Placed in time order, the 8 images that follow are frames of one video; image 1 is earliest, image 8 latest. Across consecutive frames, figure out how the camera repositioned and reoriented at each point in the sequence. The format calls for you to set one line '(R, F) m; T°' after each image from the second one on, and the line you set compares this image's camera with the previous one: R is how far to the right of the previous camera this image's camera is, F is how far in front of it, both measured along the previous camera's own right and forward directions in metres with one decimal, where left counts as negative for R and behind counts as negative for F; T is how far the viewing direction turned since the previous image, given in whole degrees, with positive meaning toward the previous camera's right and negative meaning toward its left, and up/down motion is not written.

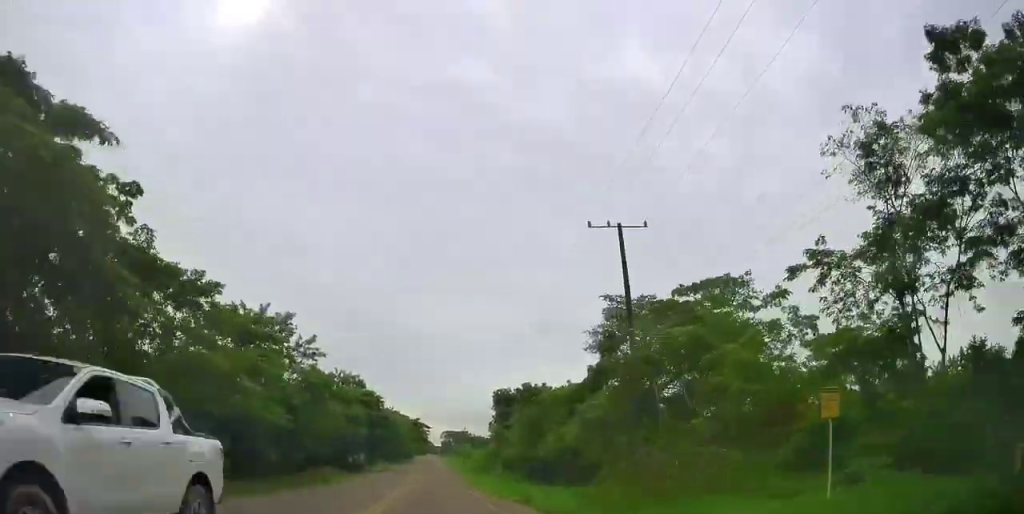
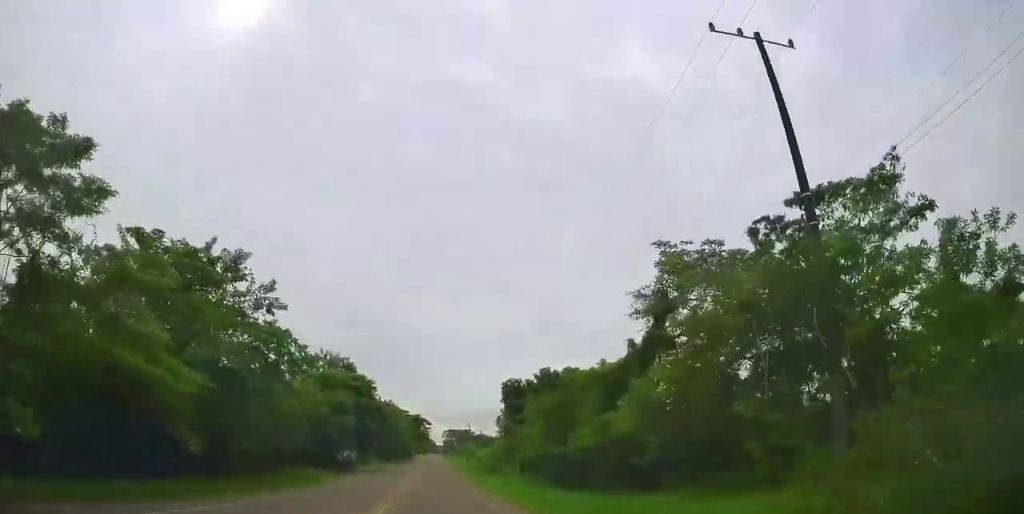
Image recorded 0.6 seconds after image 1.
(-0.2, +11.0) m; 0°
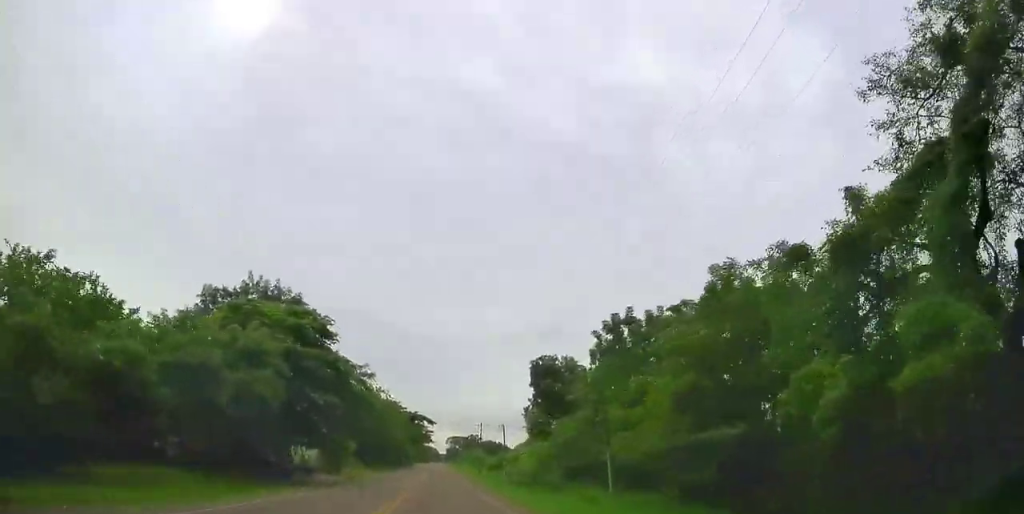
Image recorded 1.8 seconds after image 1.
(+0.1, +25.6) m; -1°
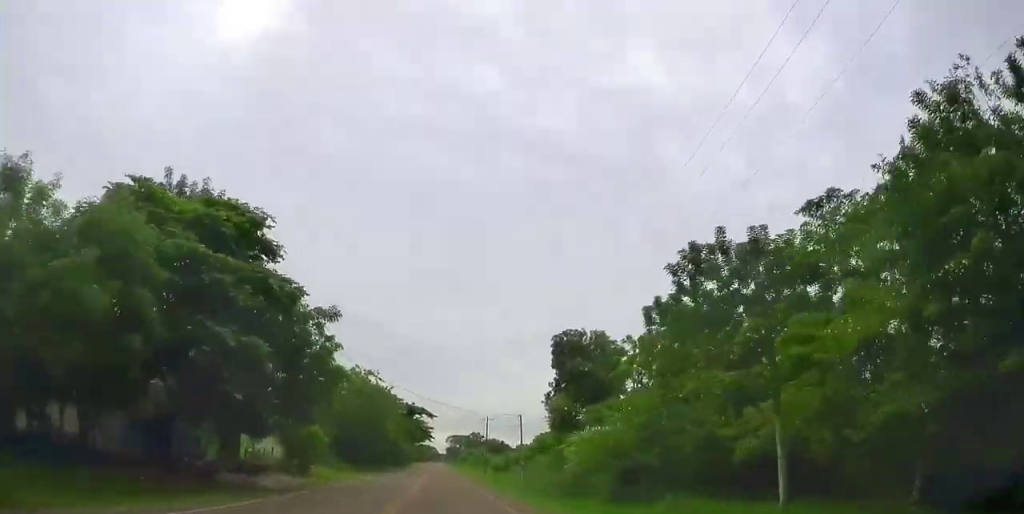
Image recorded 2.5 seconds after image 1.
(-0.1, +12.9) m; -1°
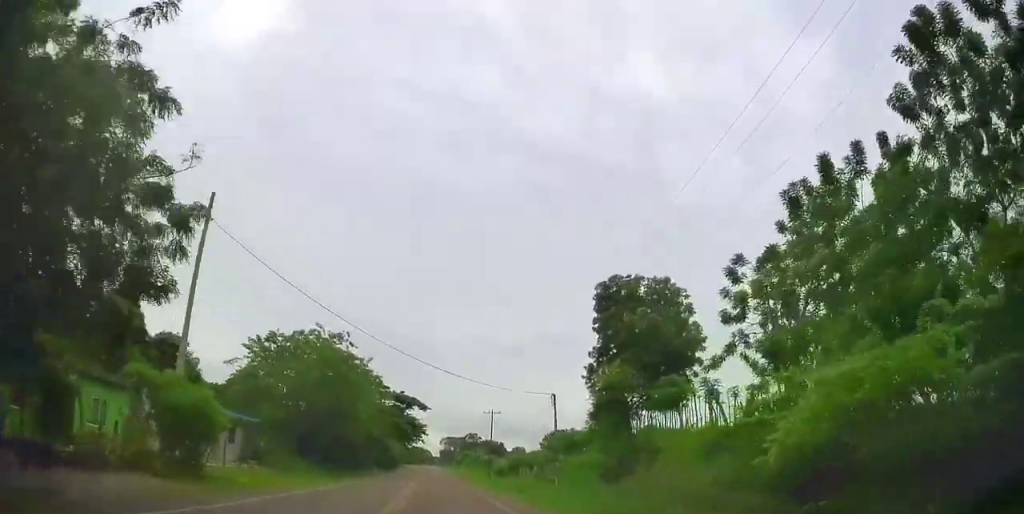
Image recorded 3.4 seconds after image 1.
(-0.3, +17.8) m; +1°
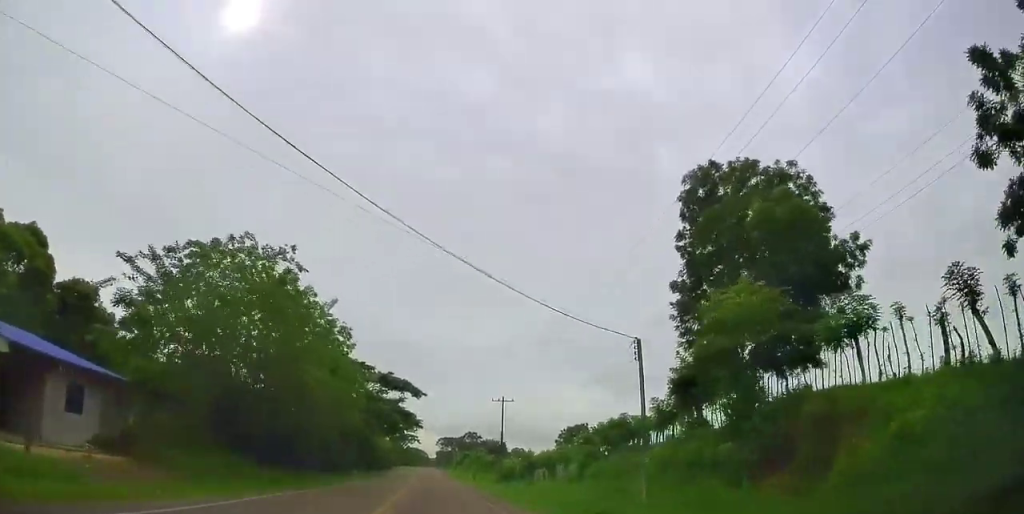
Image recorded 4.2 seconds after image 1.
(+0.3, +16.0) m; +1°
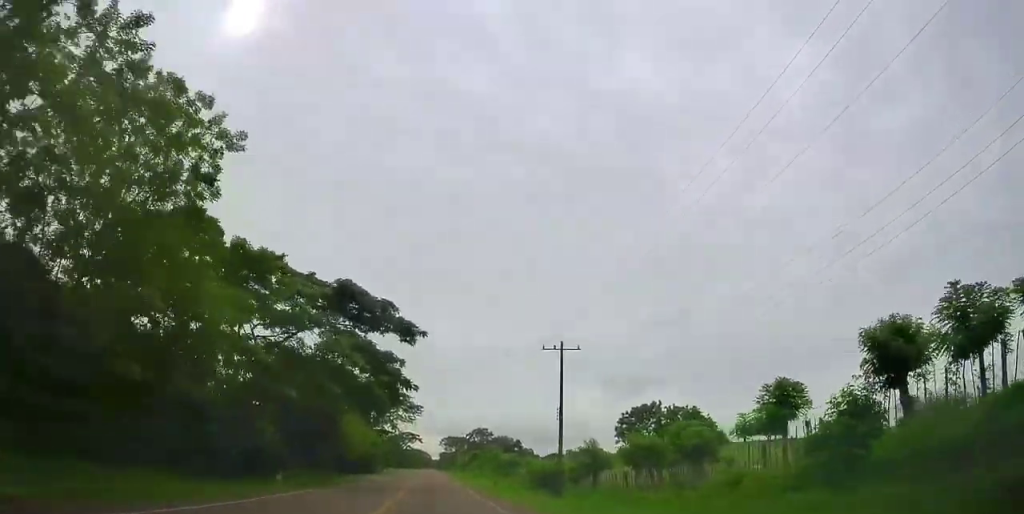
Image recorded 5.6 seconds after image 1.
(0.0, +27.9) m; 0°
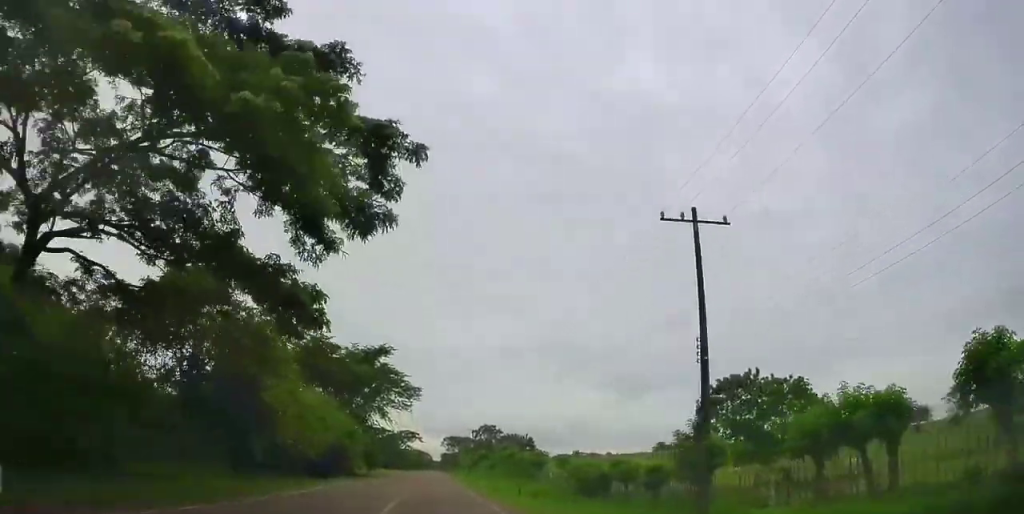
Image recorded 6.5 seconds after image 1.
(+0.2, +19.1) m; +1°
